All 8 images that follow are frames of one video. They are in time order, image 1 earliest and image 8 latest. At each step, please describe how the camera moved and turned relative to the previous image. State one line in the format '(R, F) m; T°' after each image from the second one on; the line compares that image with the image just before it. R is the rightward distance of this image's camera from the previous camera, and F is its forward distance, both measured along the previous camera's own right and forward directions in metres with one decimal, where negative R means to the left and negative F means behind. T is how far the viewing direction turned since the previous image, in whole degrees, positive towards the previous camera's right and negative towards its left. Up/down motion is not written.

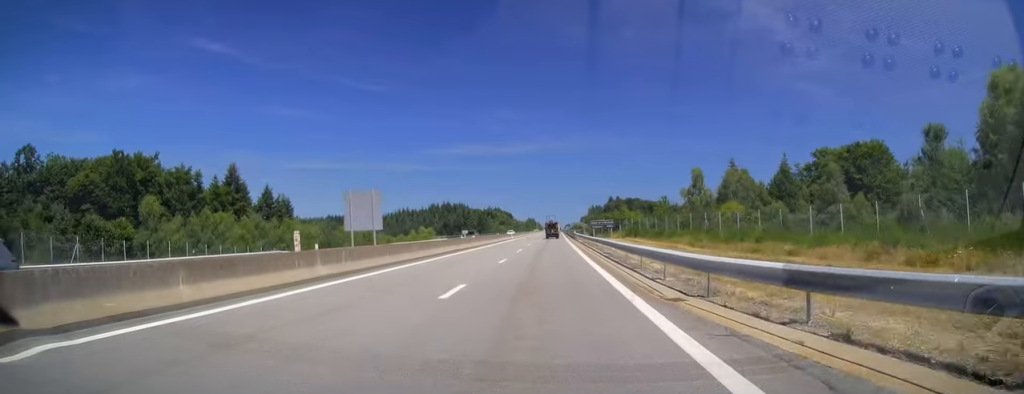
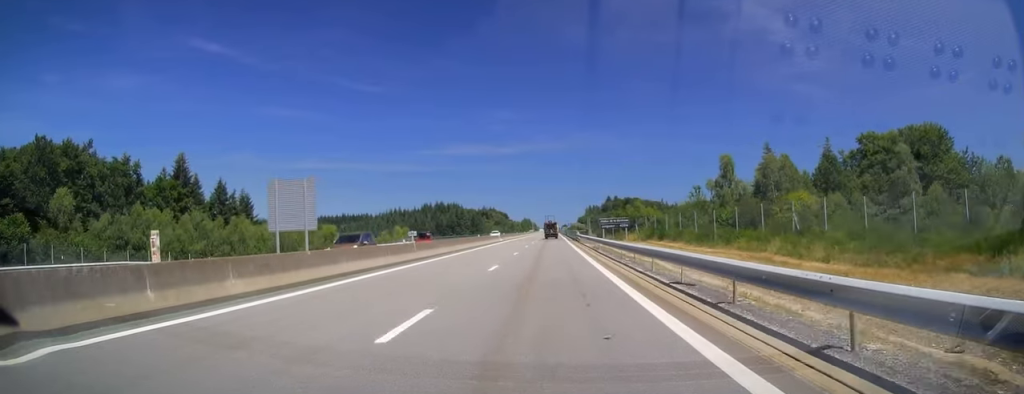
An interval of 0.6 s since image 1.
(+0.1, +17.7) m; 0°
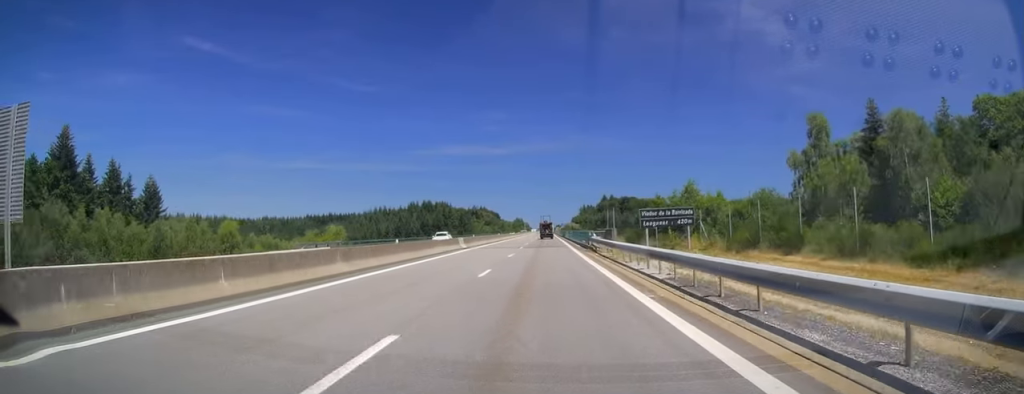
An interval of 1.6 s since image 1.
(0.0, +29.0) m; 0°
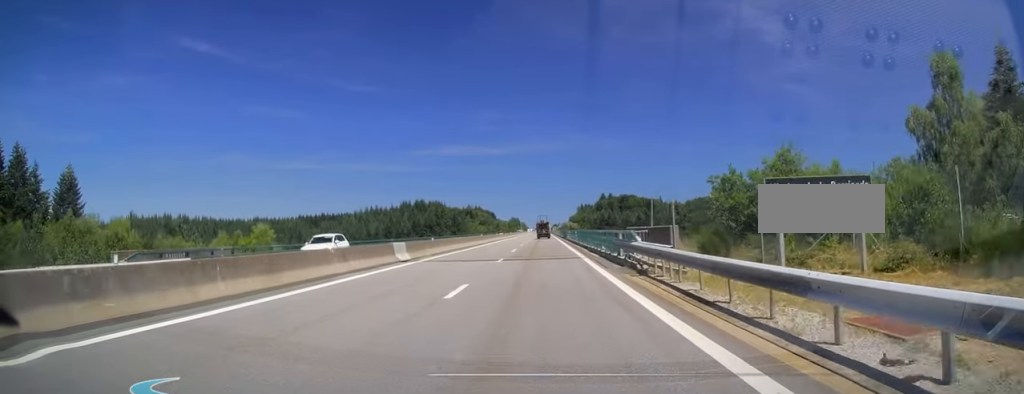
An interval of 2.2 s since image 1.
(0.0, +18.7) m; 0°
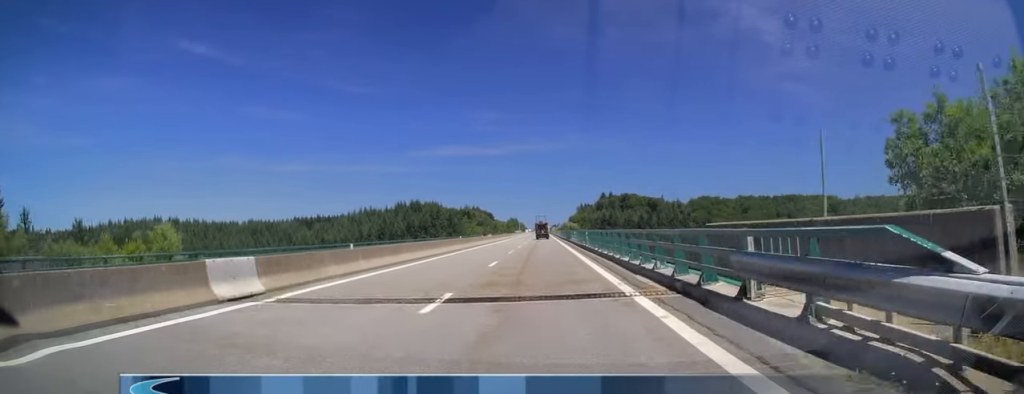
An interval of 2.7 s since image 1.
(0.0, +15.2) m; 0°
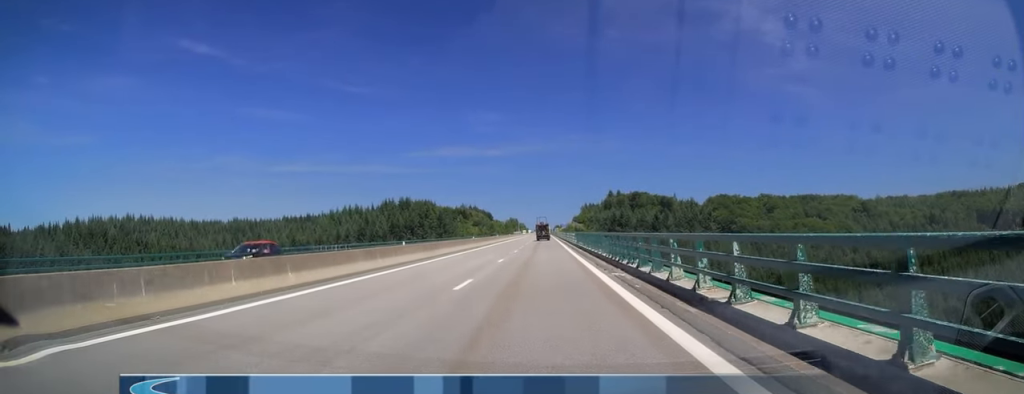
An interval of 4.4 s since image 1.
(0.0, +47.6) m; 0°
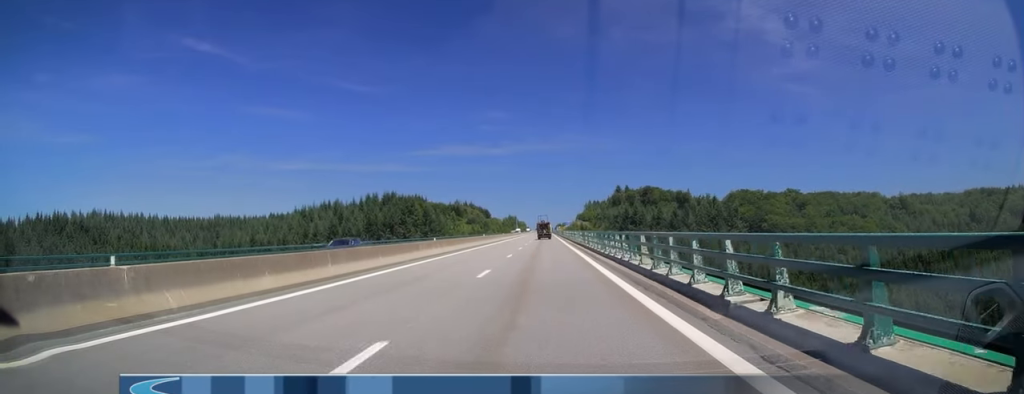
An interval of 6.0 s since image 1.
(0.0, +49.1) m; 0°
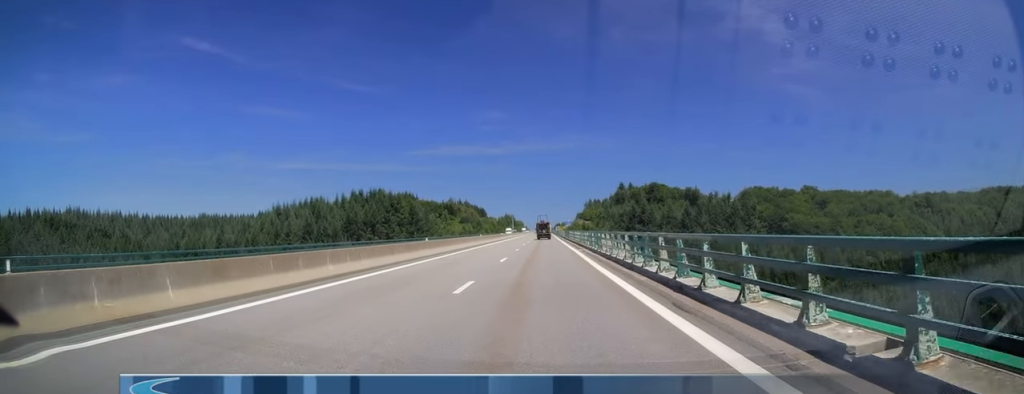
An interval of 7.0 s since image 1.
(+0.1, +30.4) m; 0°
